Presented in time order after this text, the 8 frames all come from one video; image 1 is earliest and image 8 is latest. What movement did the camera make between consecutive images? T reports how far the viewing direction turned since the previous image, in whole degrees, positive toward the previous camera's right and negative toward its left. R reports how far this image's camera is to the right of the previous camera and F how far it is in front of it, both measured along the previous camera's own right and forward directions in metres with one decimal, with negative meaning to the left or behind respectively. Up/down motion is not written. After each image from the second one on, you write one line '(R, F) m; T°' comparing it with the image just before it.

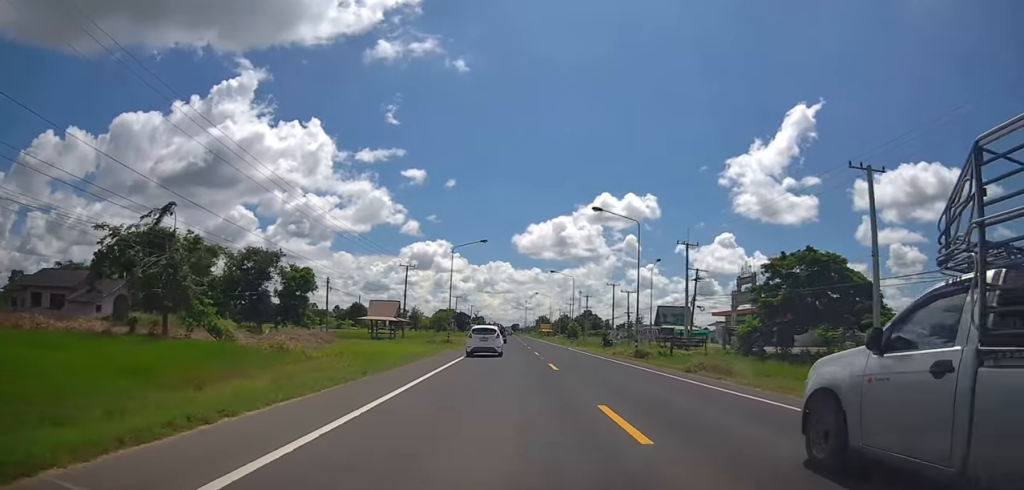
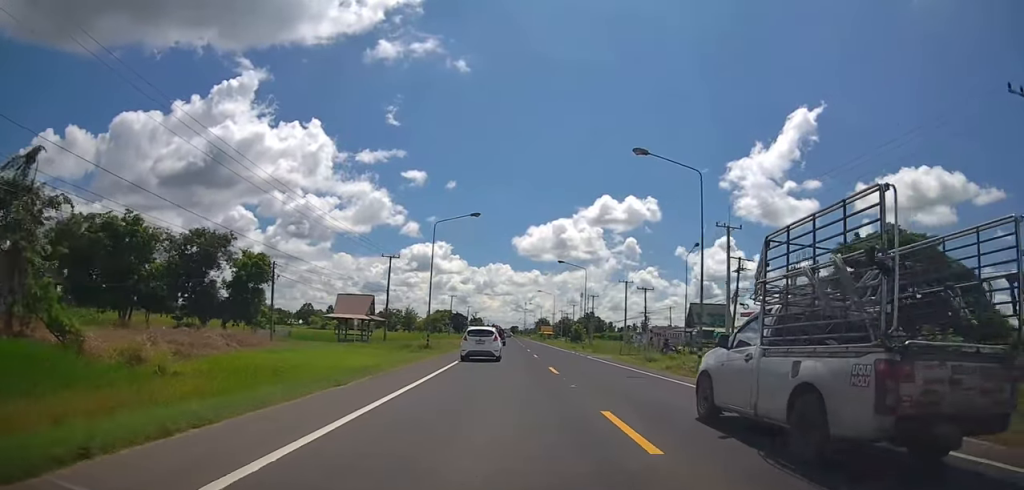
(0.0, +12.3) m; 0°
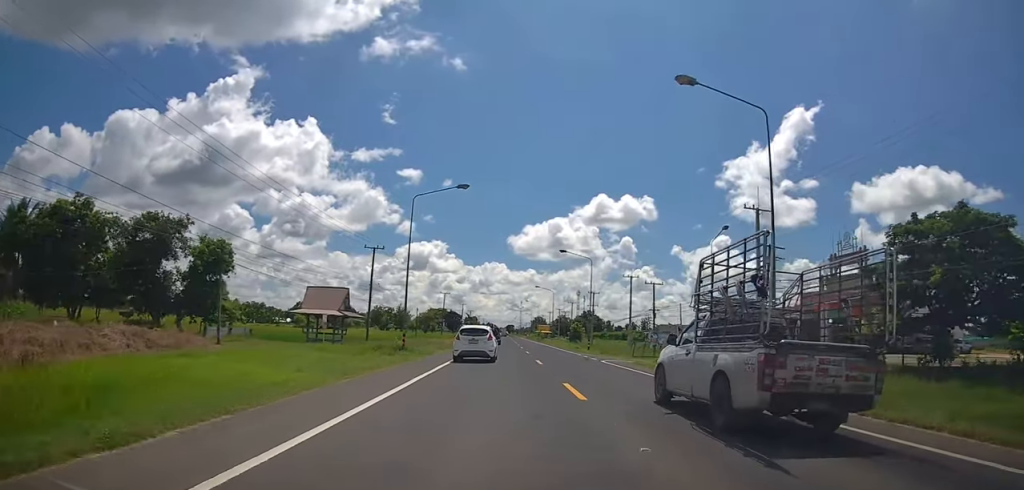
(0.0, +7.2) m; 0°
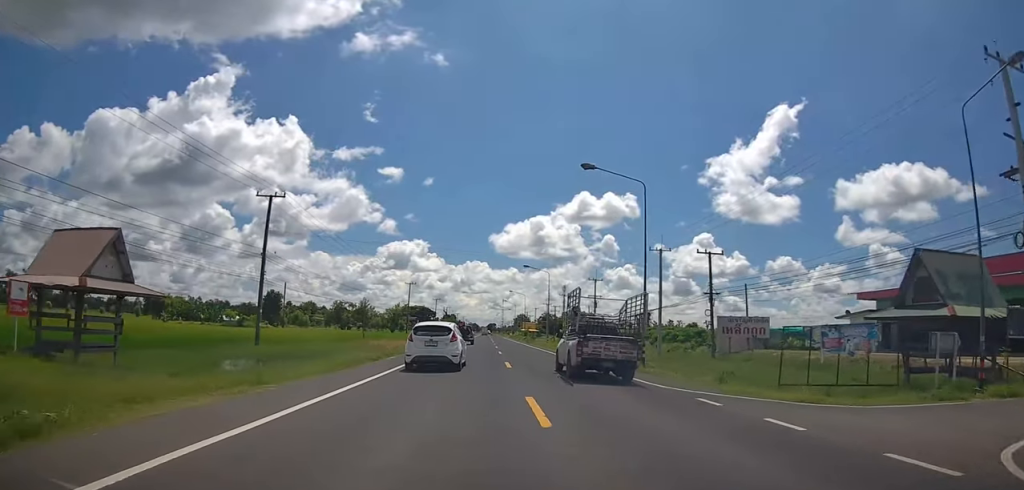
(+0.1, +27.2) m; 0°
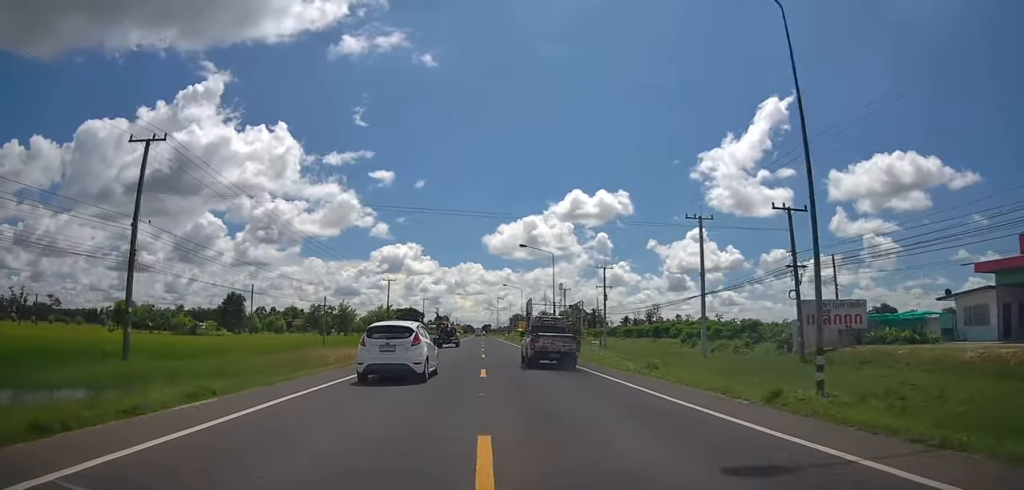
(0.0, +15.8) m; +1°
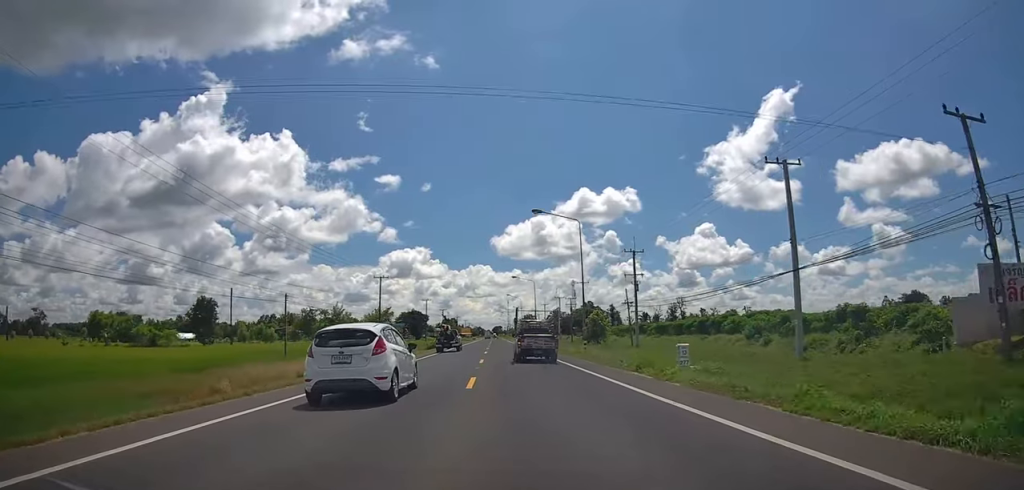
(+0.2, +14.6) m; +1°
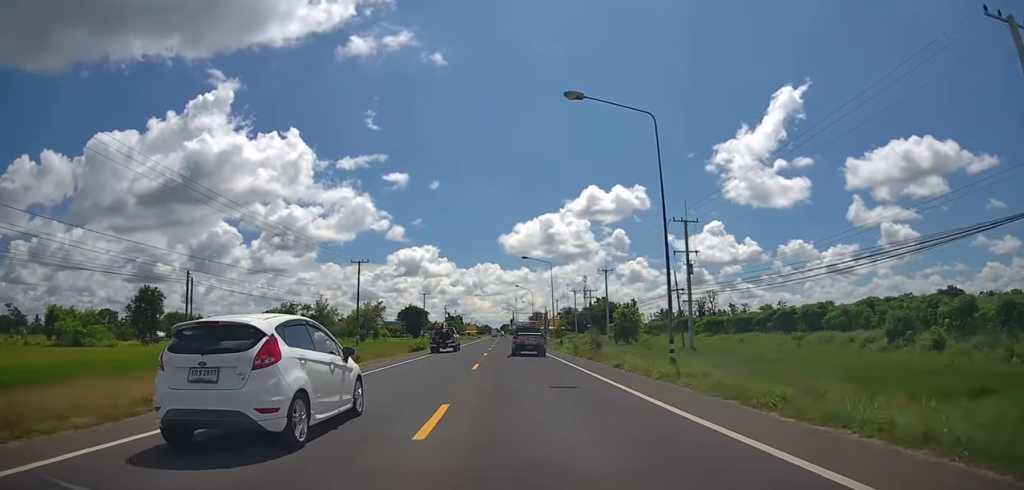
(+0.4, +17.9) m; -1°
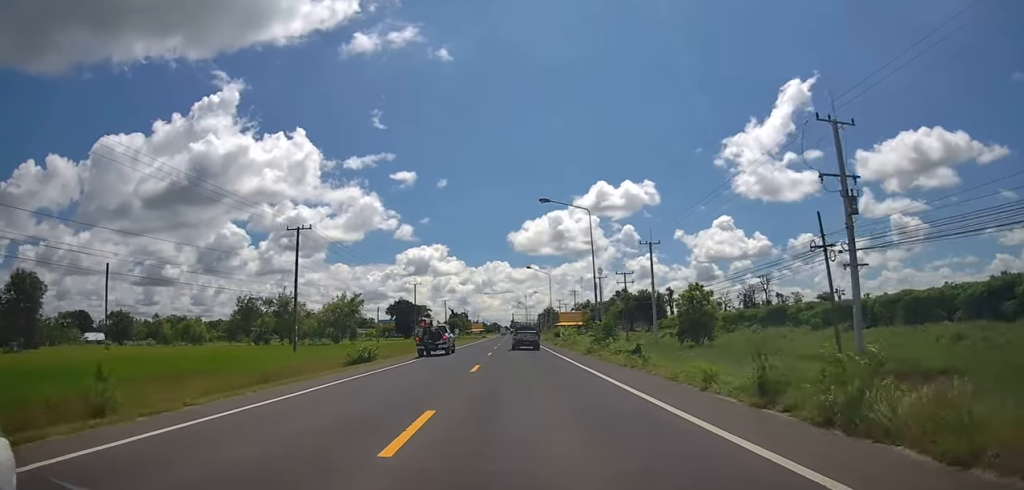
(-0.9, +25.0) m; -3°
